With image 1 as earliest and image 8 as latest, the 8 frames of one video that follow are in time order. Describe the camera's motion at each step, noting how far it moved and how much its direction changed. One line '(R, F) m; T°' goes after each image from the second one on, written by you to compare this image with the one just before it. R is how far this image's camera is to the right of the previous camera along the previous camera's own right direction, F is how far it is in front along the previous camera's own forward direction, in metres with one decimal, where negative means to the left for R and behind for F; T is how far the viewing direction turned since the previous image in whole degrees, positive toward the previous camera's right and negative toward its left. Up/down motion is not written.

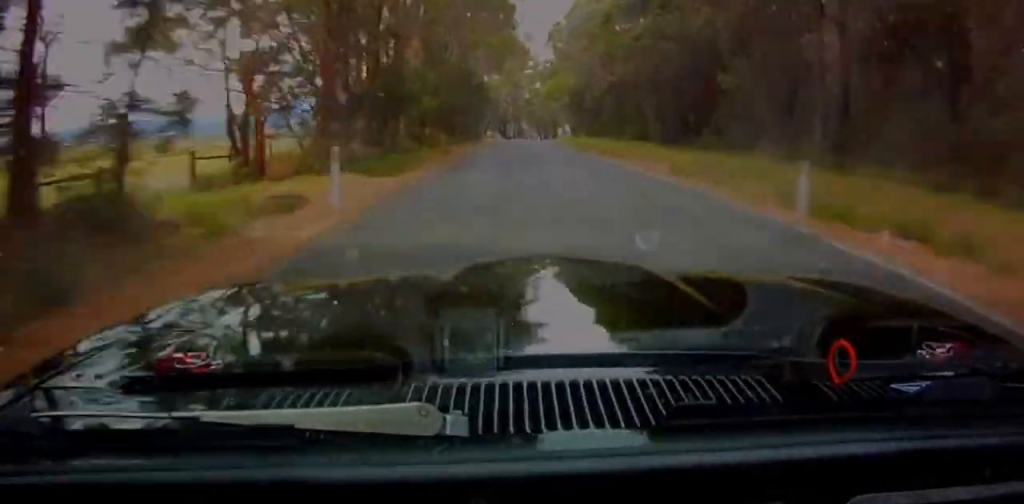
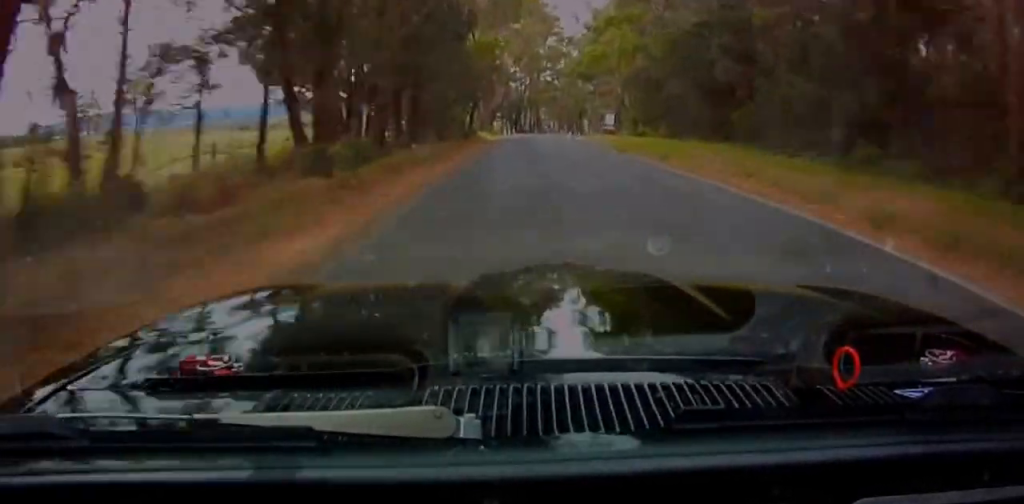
(-0.1, +46.2) m; +1°
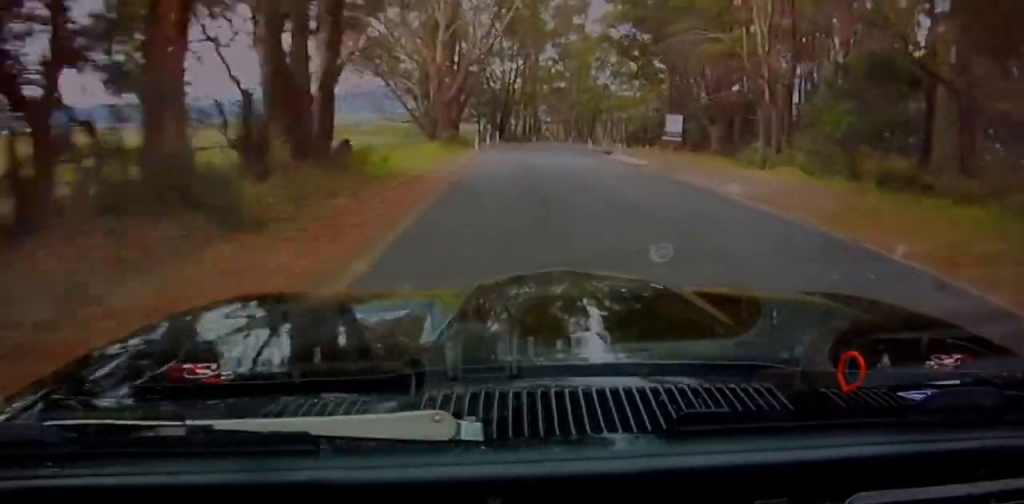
(+0.8, +42.8) m; +3°
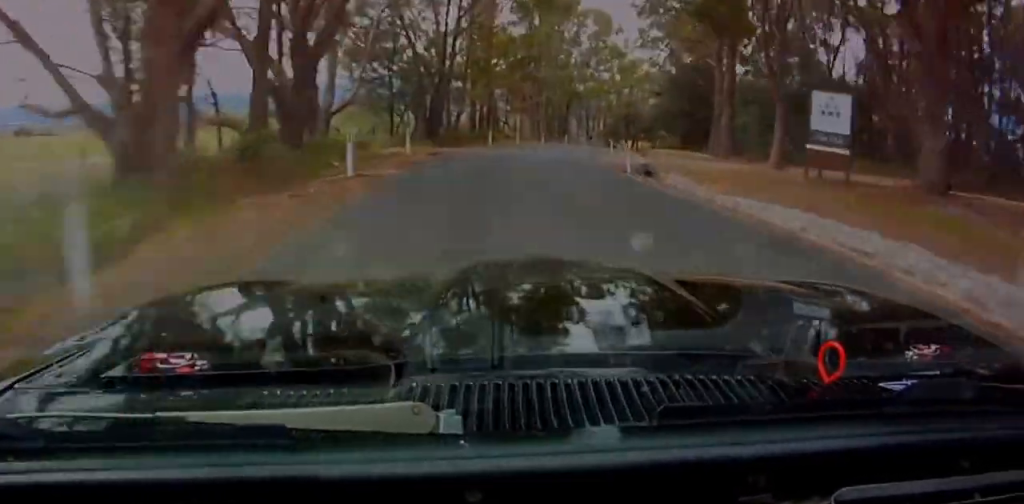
(+1.2, +37.7) m; +2°
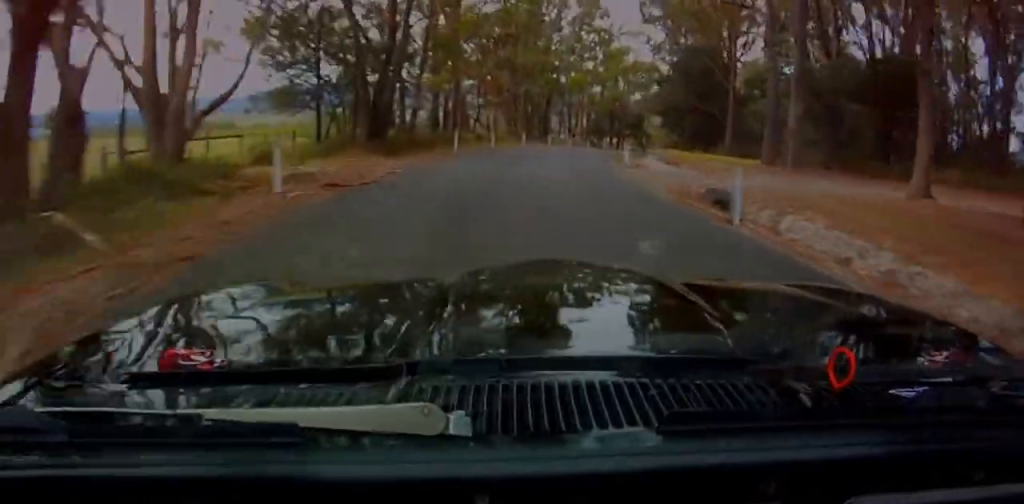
(0.0, +14.7) m; 0°
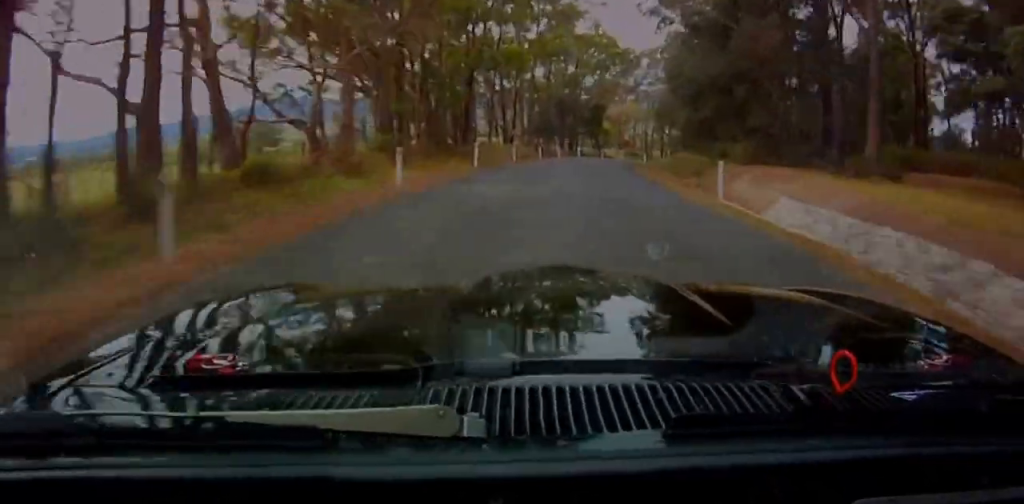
(0.0, +35.5) m; 0°
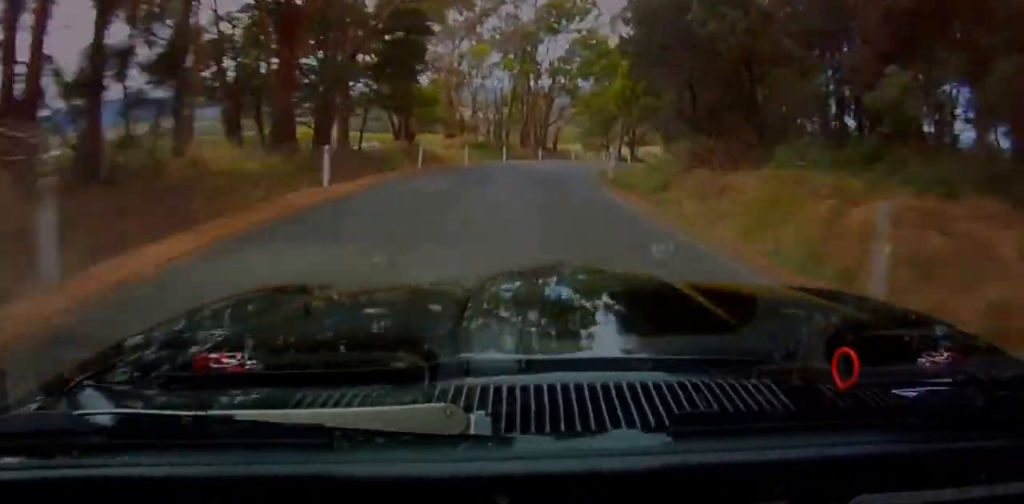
(+4.2, +49.3) m; +15°
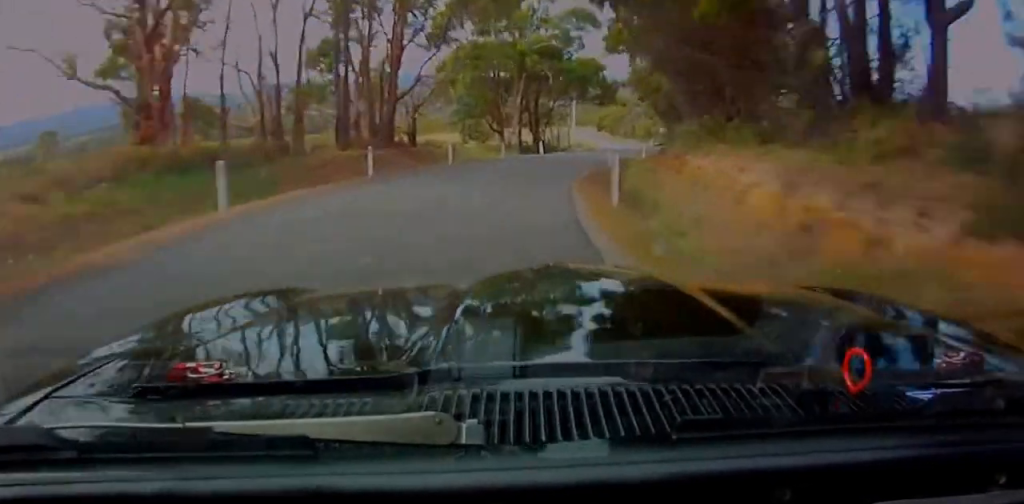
(+3.6, +28.6) m; +12°
